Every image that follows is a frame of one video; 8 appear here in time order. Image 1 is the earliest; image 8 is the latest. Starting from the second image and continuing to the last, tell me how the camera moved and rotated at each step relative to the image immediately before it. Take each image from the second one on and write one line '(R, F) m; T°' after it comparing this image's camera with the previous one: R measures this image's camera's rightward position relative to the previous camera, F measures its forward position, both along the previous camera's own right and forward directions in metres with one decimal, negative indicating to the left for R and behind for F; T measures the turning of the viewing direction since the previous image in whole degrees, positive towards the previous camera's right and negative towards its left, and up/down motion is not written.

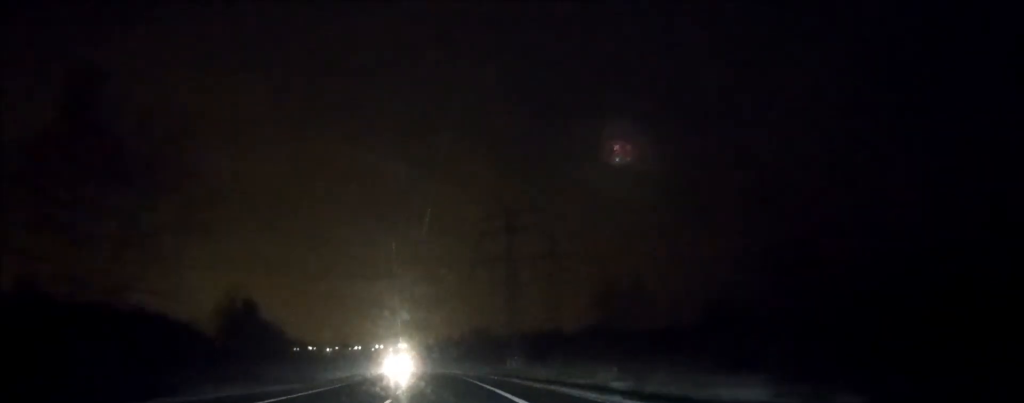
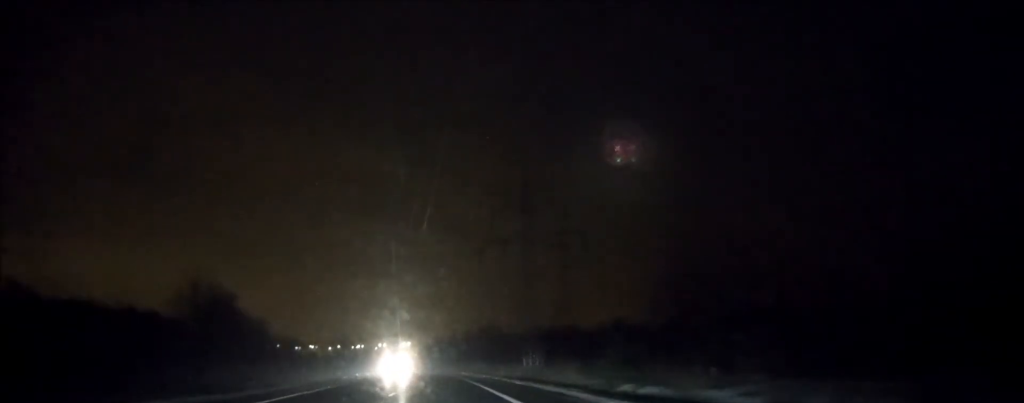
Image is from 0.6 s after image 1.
(-0.1, +14.0) m; -1°
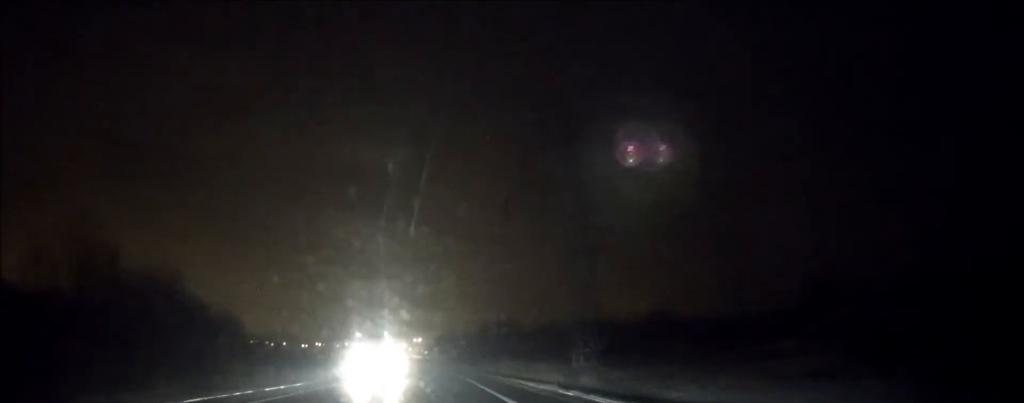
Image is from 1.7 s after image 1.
(-0.2, +25.4) m; -1°
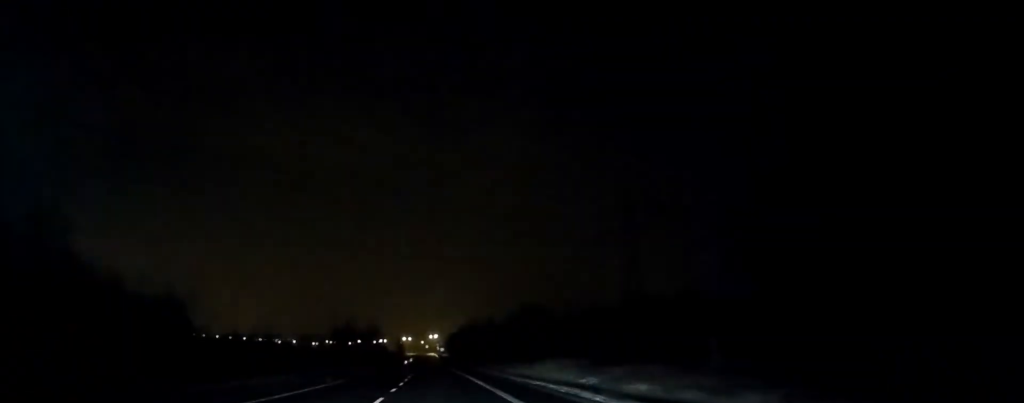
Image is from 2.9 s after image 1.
(-0.3, +26.8) m; -1°
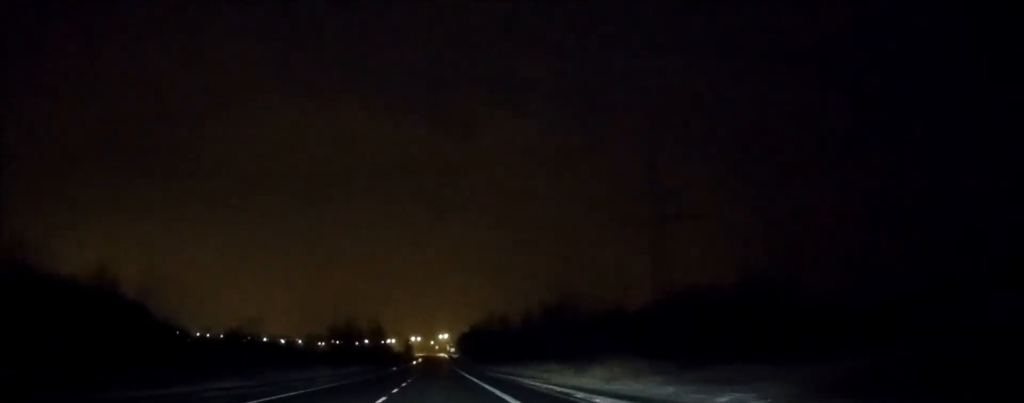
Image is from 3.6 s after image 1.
(-0.1, +17.6) m; -1°
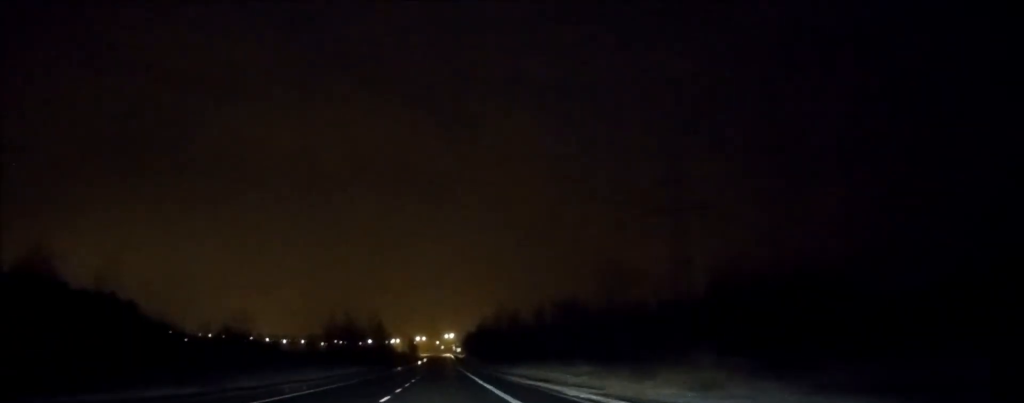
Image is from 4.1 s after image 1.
(-0.1, +11.5) m; 0°
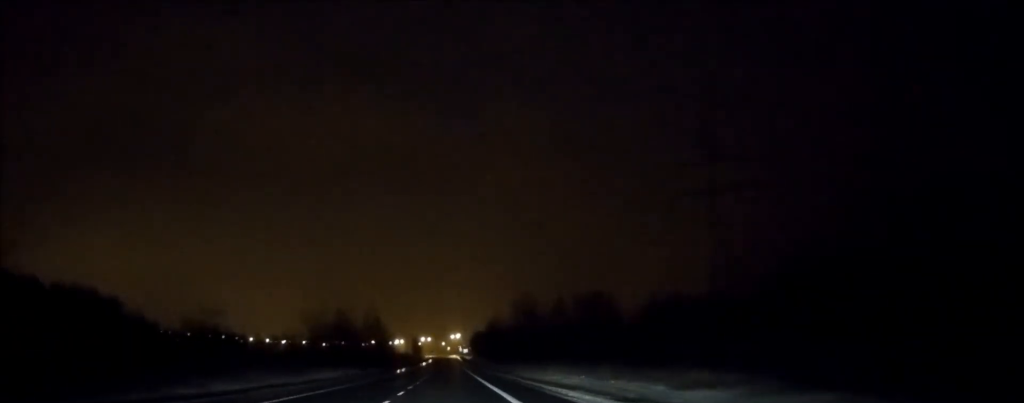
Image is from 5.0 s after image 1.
(-0.1, +19.3) m; -1°
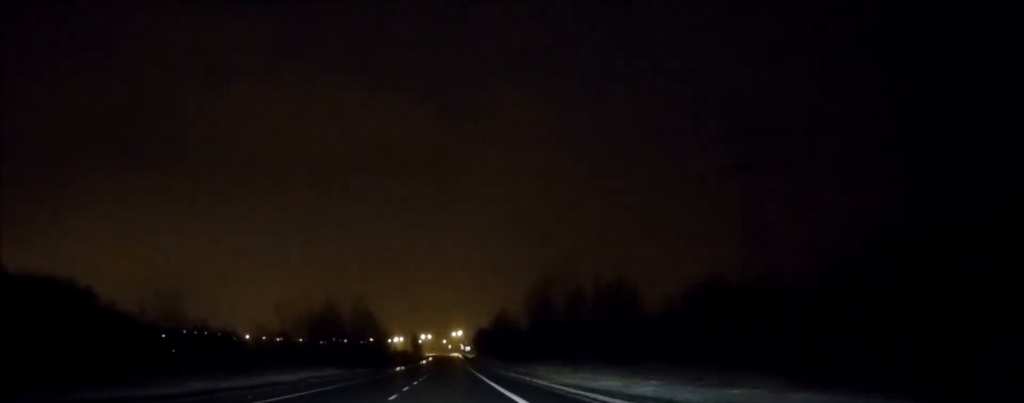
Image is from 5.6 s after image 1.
(-0.1, +15.5) m; 0°
